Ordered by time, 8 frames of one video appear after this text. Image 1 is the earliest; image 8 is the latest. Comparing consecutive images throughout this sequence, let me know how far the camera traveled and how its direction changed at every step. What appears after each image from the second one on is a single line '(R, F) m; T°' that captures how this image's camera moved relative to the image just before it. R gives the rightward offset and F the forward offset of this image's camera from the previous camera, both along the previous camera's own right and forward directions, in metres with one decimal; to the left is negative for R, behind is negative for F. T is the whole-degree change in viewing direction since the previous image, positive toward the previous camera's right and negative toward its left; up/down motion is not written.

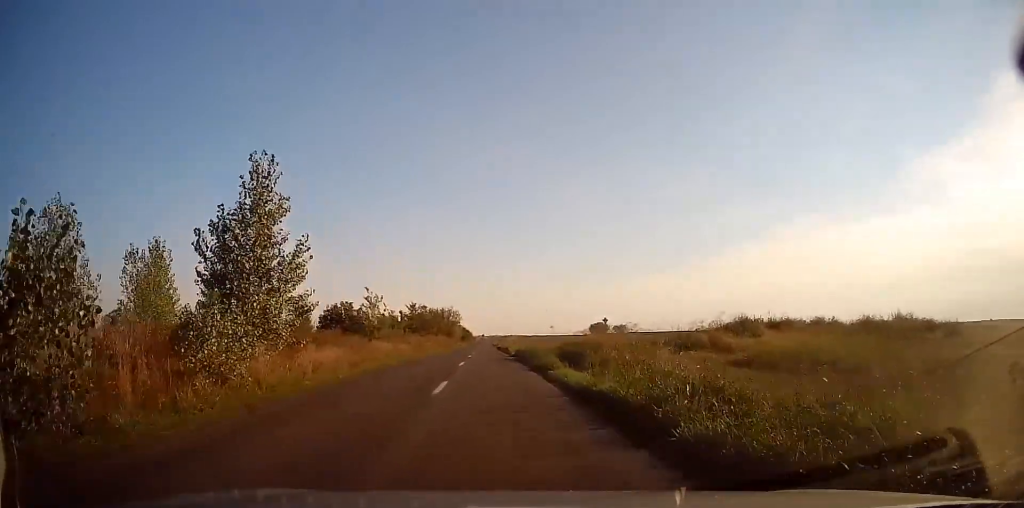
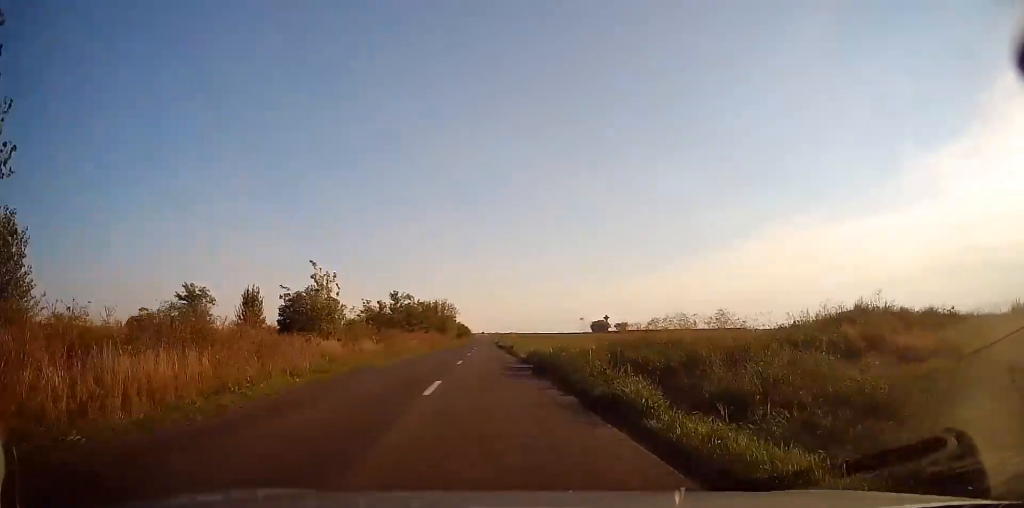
(+0.1, +11.8) m; 0°
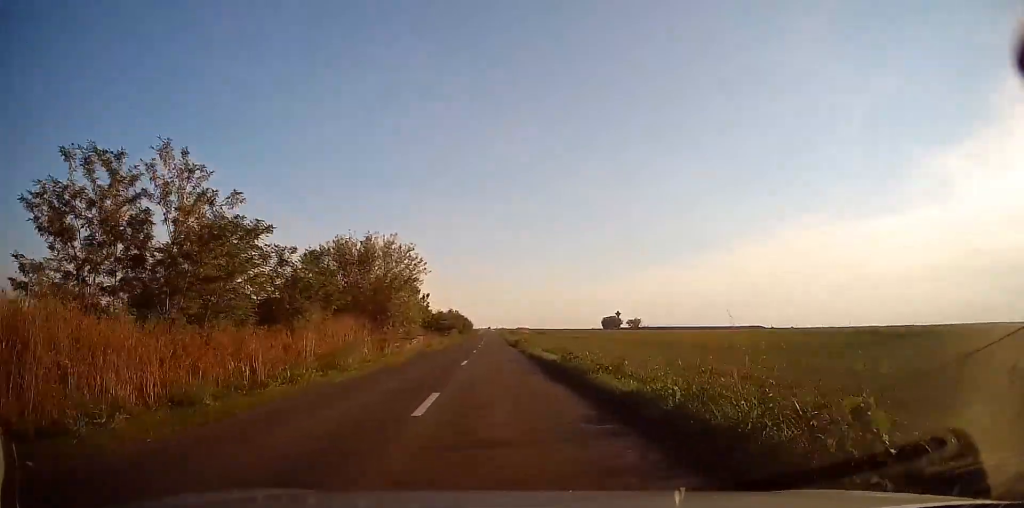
(-0.5, +50.0) m; 0°
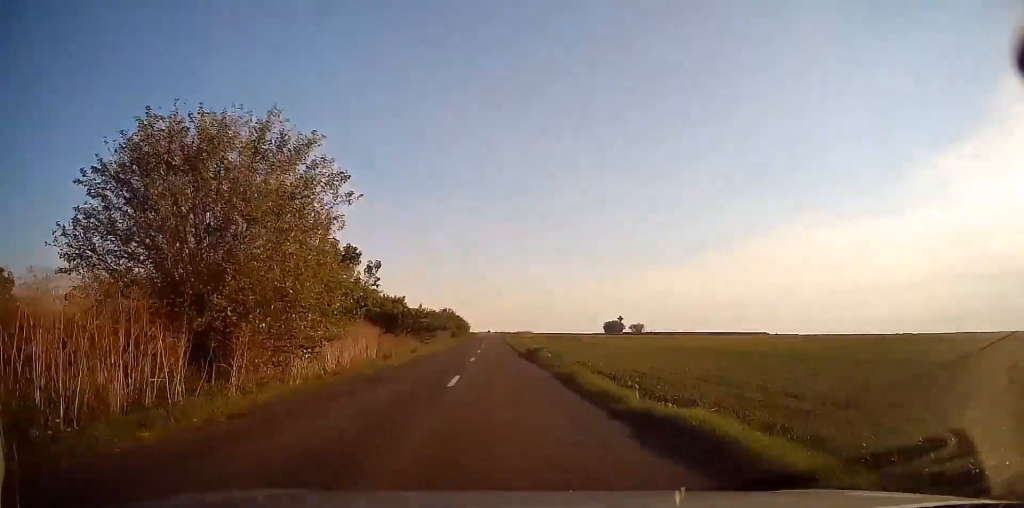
(0.0, +19.1) m; 0°
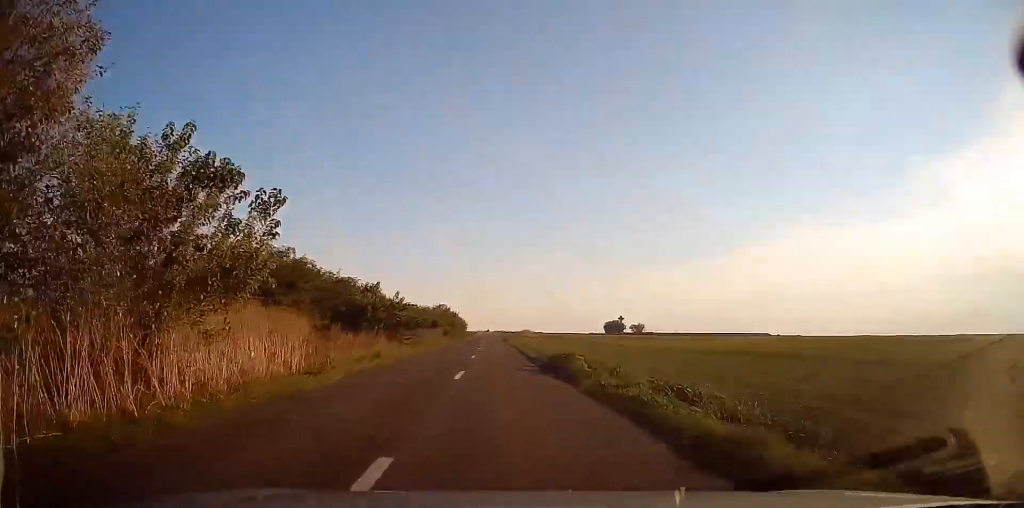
(-0.1, +11.0) m; 0°
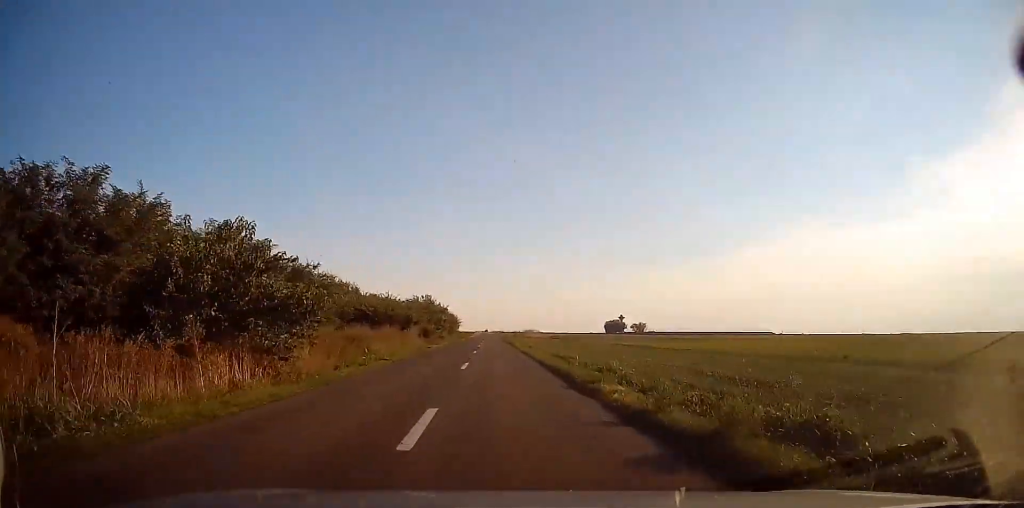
(+0.1, +20.5) m; 0°
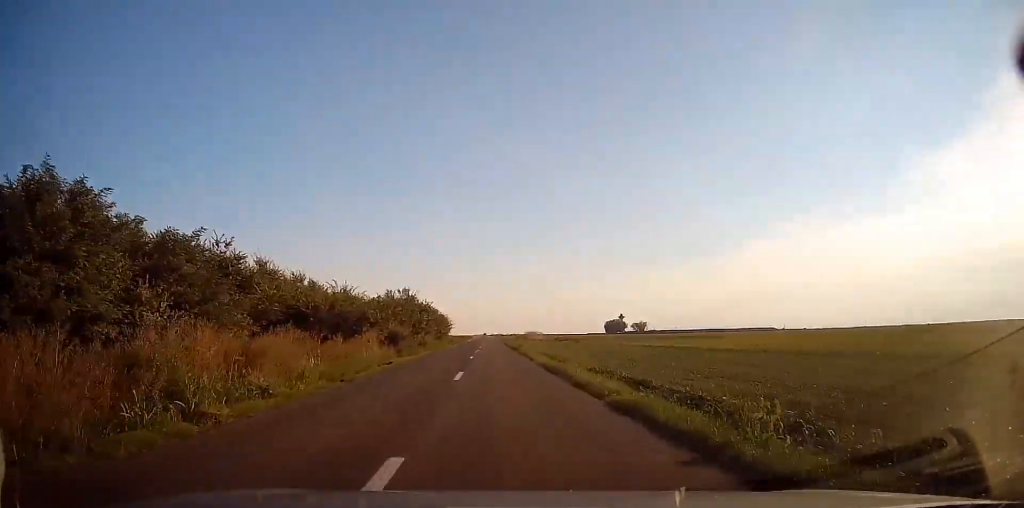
(+0.1, +15.1) m; 0°
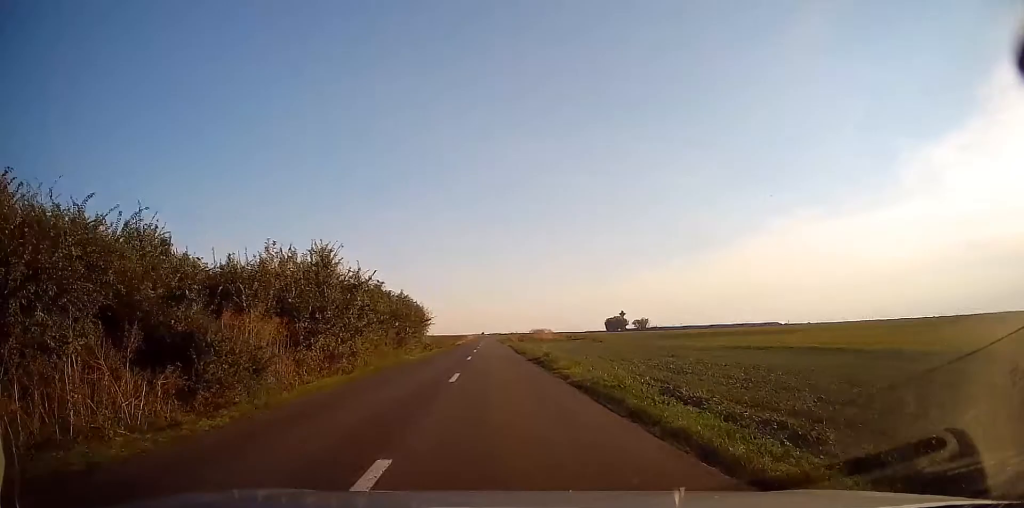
(-0.2, +24.0) m; -1°
